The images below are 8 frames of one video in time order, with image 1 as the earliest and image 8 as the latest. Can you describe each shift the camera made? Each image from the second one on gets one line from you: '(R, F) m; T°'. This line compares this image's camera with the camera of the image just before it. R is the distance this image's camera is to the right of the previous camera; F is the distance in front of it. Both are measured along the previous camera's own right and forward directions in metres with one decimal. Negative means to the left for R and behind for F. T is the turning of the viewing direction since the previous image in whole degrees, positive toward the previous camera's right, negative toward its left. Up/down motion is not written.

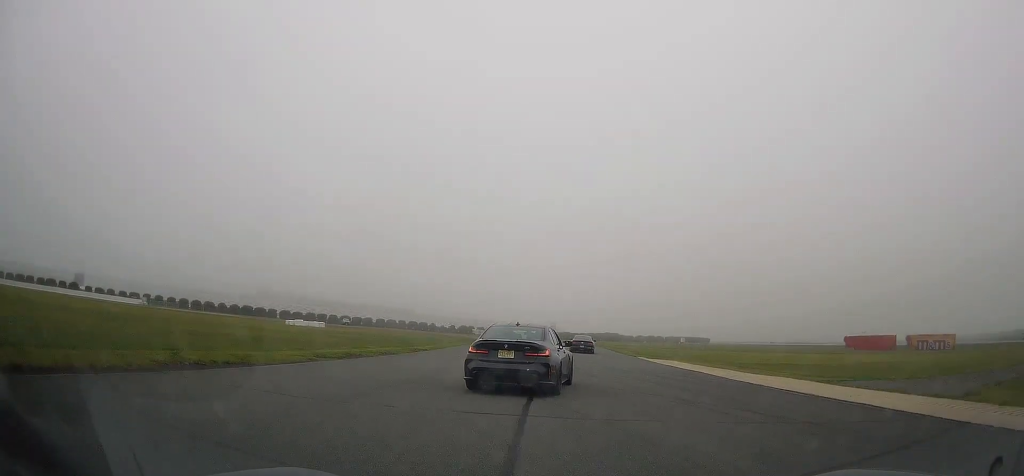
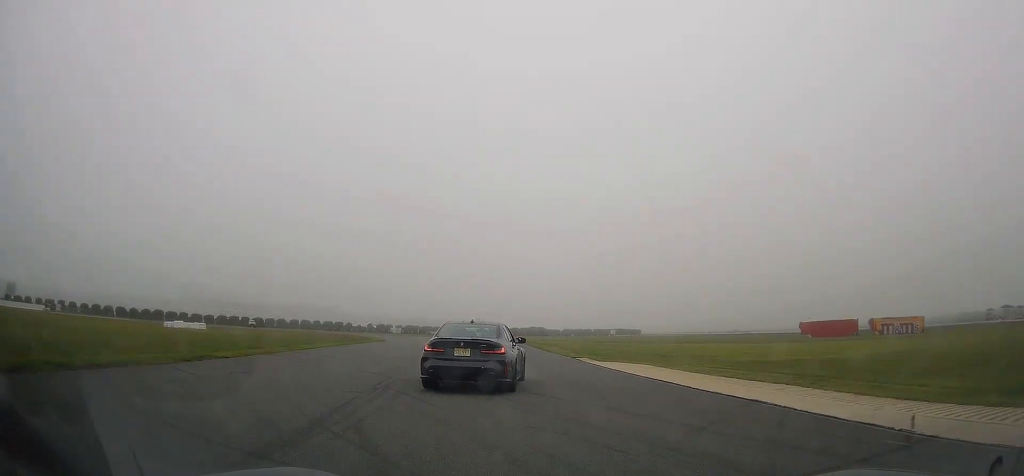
(+1.6, +16.0) m; +5°
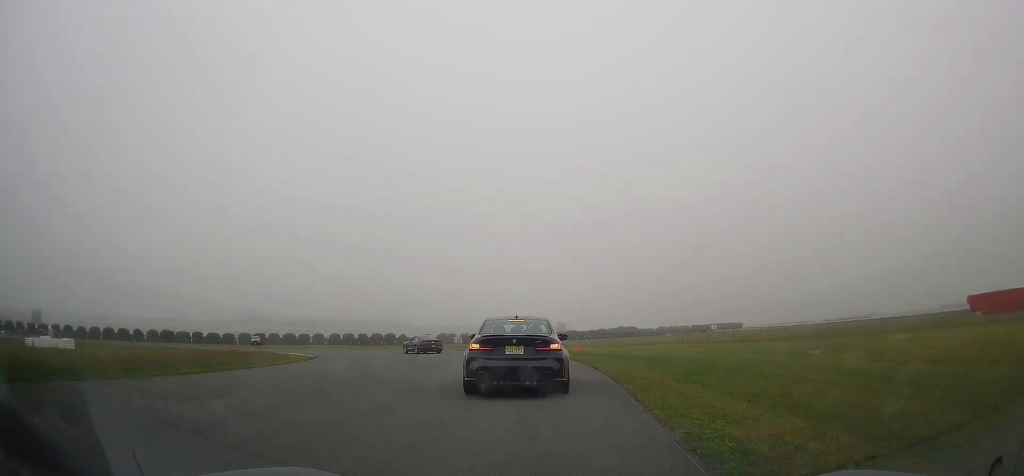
(-0.2, +40.1) m; -3°
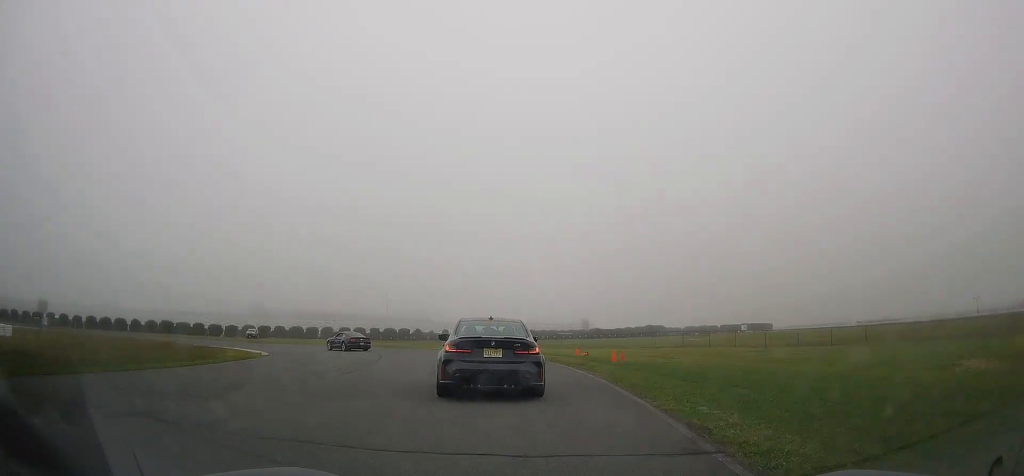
(-0.2, +12.2) m; -4°
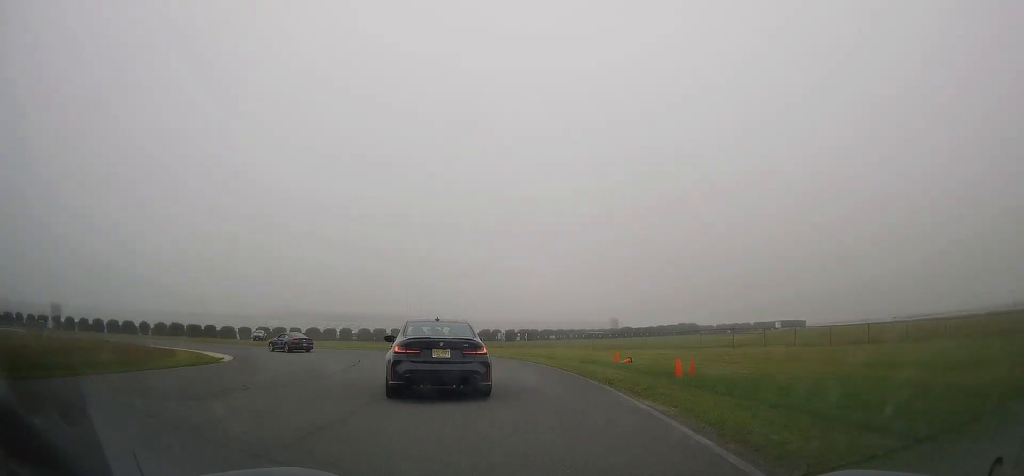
(+0.3, +8.6) m; -5°
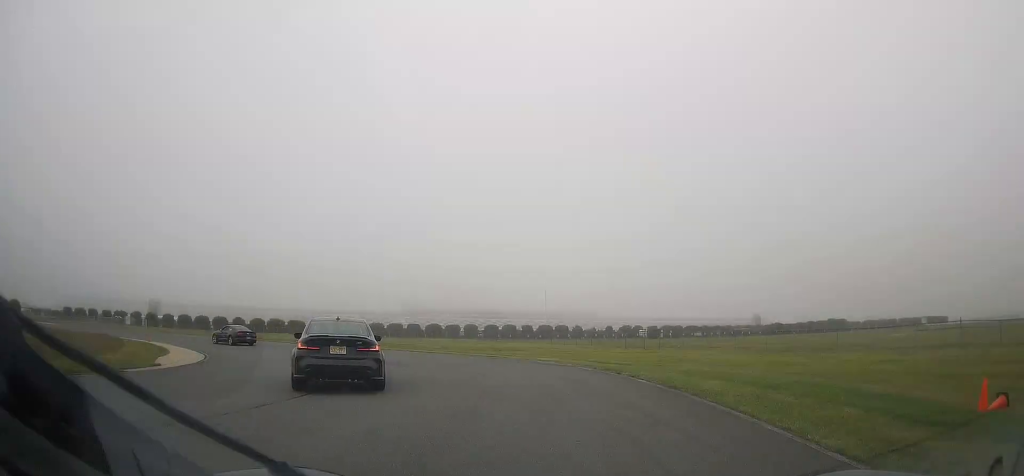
(-1.9, +15.3) m; -15°
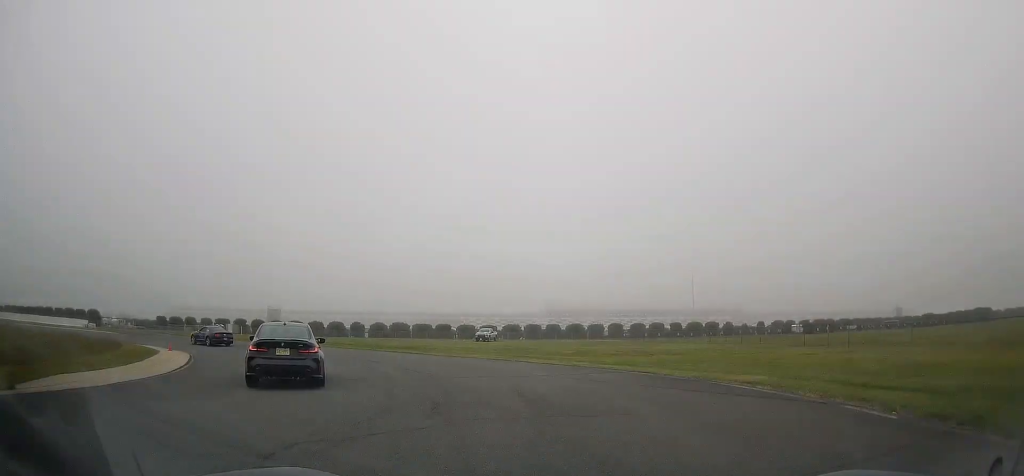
(-1.4, +11.5) m; -14°
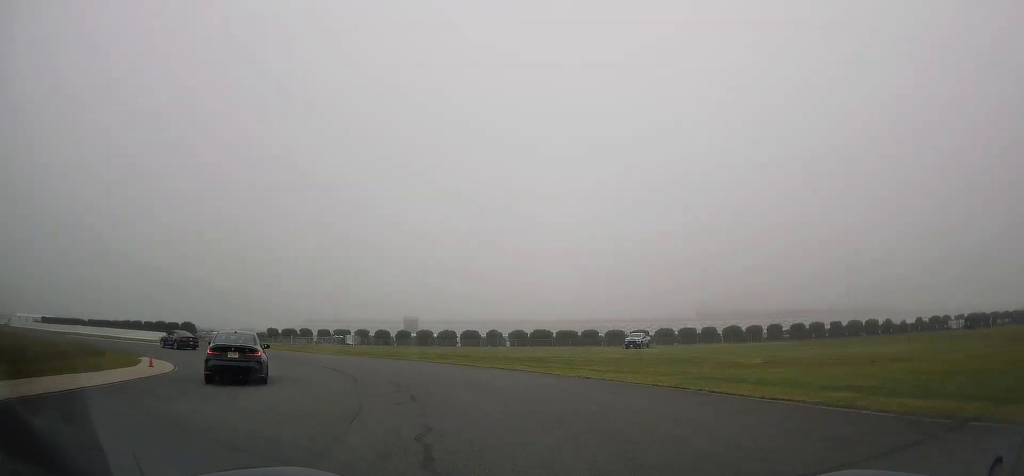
(-1.3, +12.2) m; -15°
